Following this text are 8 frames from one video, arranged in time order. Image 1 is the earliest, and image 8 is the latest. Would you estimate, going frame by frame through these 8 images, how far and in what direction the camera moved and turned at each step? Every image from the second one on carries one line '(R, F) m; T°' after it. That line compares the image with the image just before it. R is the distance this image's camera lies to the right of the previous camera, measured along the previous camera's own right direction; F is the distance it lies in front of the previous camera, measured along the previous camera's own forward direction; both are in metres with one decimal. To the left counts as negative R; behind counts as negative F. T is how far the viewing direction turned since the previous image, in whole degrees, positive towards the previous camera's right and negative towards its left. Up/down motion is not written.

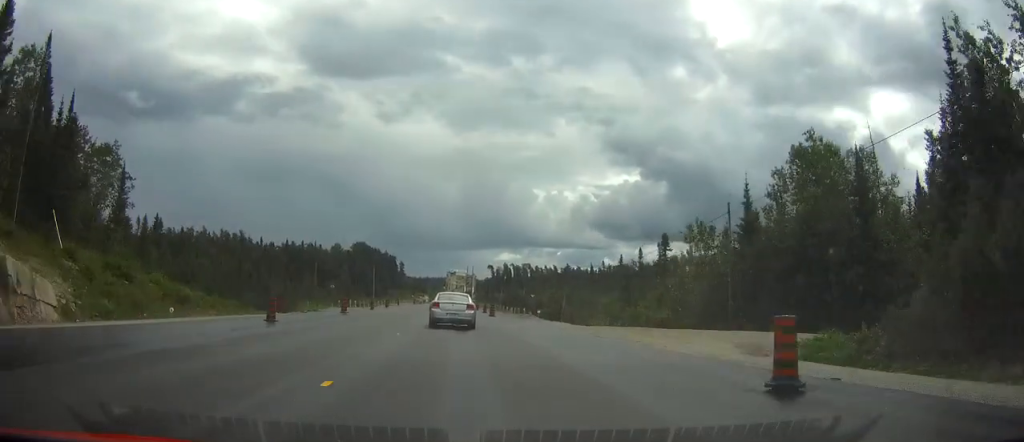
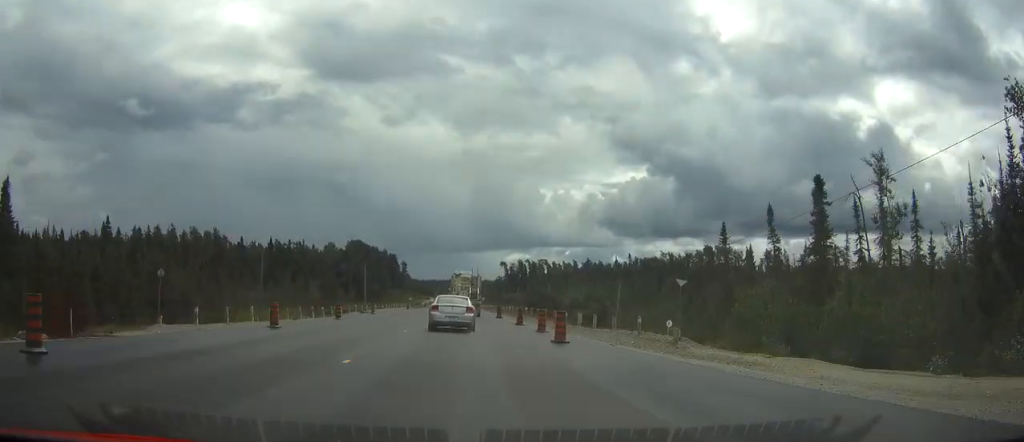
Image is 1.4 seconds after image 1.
(-0.2, +36.2) m; 0°
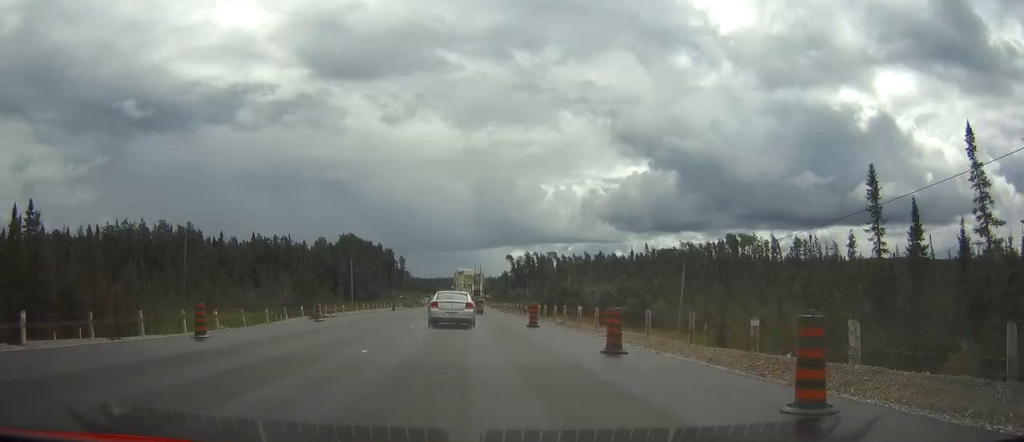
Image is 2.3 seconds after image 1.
(0.0, +24.1) m; 0°
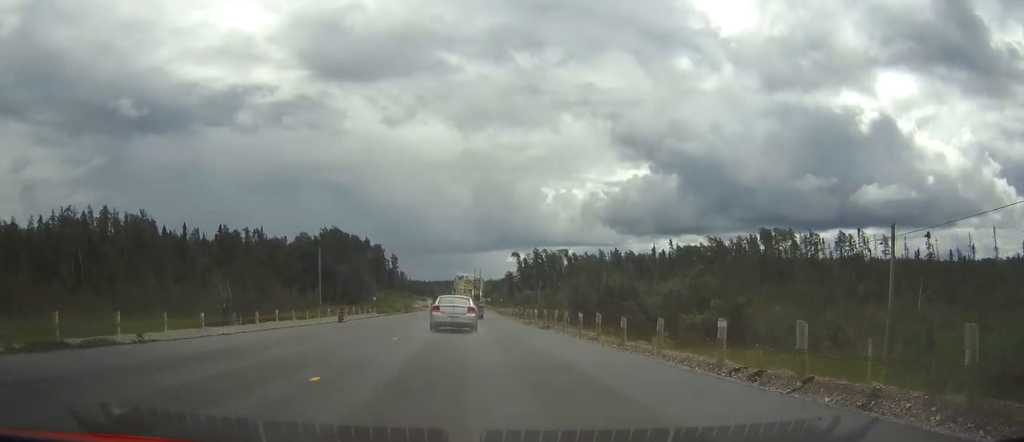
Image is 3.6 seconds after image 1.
(-0.1, +32.6) m; 0°
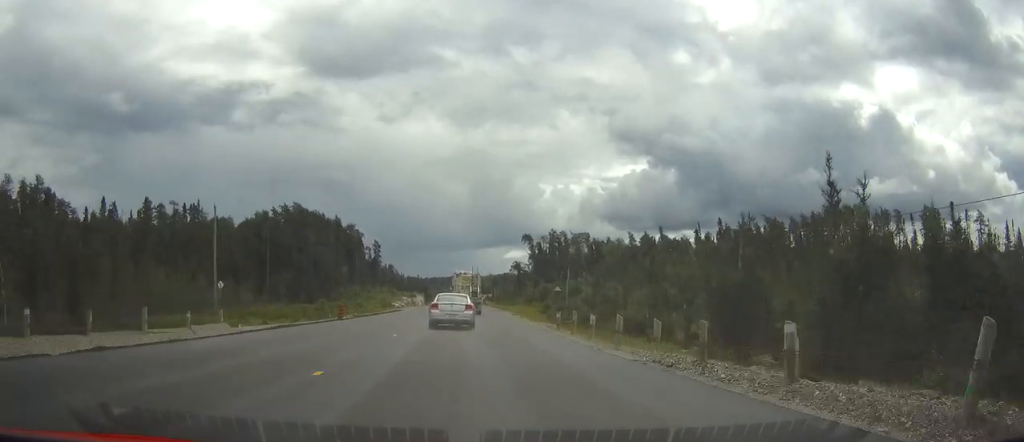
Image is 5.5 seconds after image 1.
(-0.4, +49.2) m; -1°
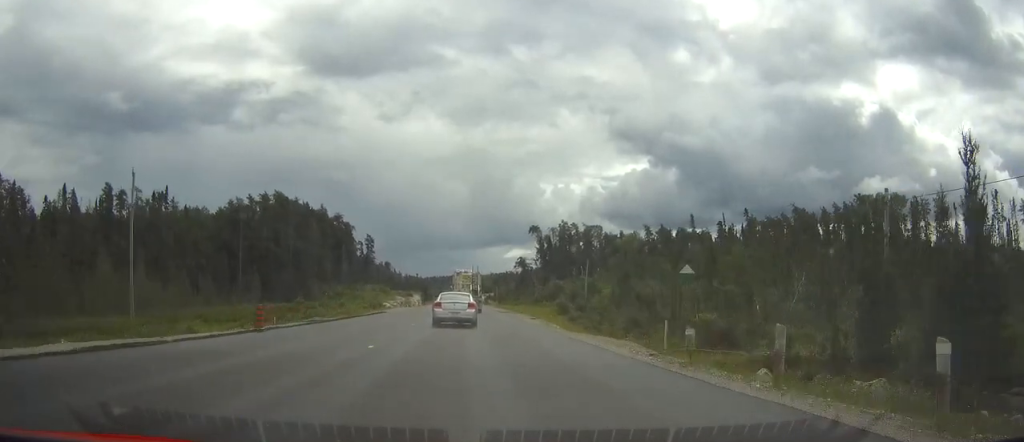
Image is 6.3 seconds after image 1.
(-0.1, +18.5) m; 0°
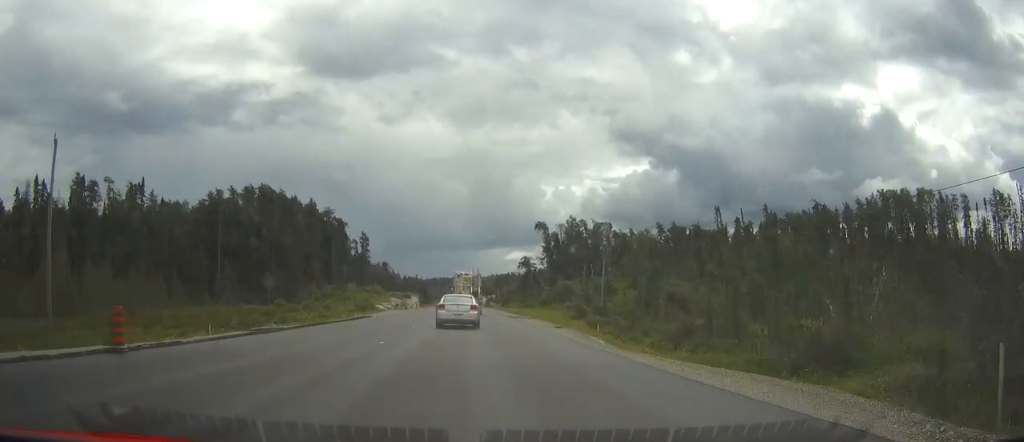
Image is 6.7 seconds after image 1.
(-0.1, +11.8) m; 0°
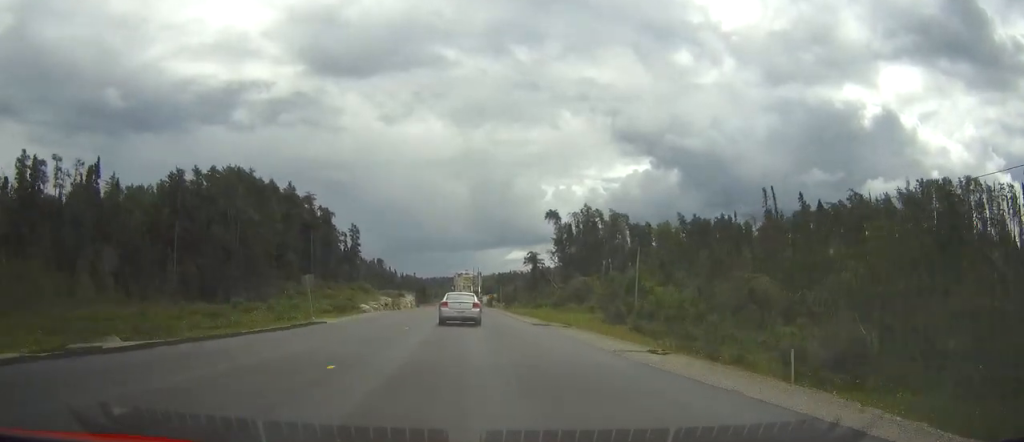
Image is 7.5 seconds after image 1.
(+0.1, +18.5) m; 0°
